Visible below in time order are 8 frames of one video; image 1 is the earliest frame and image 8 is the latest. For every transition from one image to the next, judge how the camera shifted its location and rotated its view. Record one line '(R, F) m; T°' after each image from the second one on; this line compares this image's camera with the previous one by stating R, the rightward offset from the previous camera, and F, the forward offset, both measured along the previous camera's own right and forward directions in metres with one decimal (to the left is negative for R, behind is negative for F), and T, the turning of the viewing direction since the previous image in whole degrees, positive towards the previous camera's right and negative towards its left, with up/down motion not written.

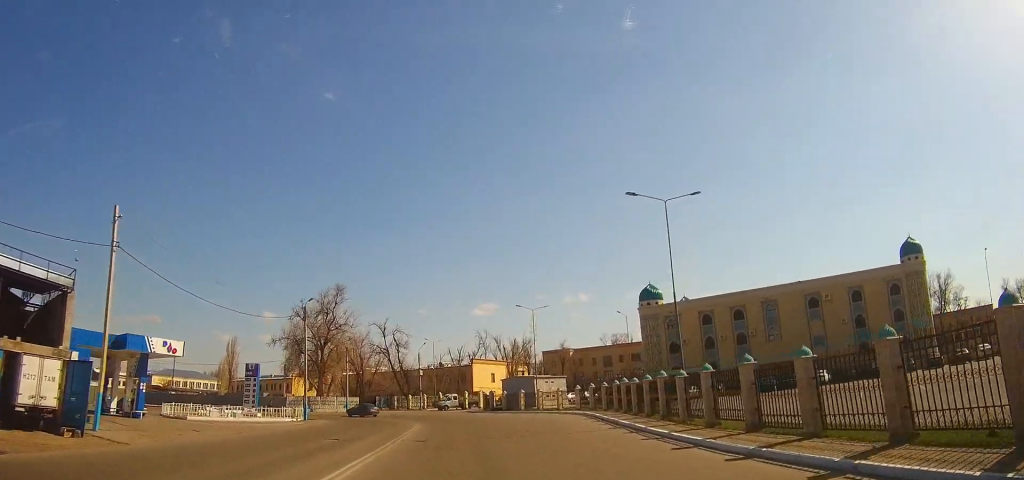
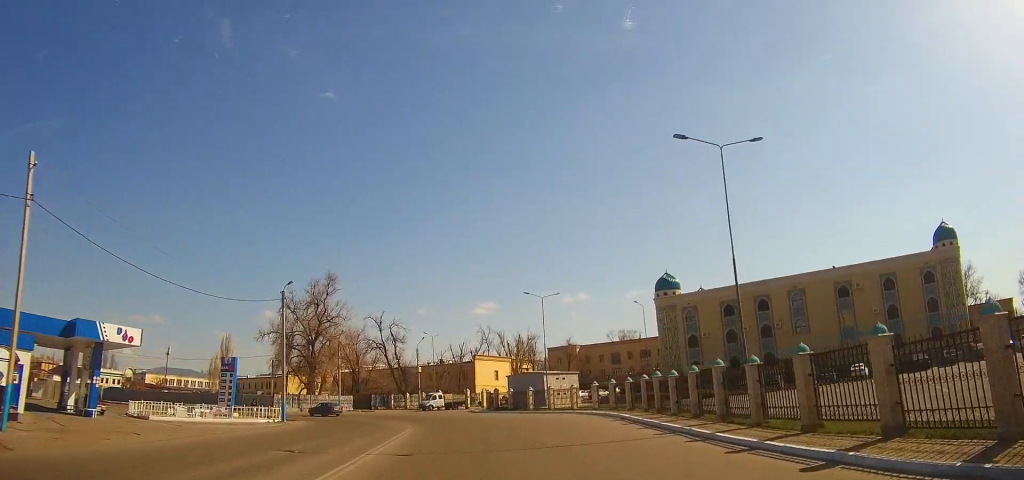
(0.0, +6.4) m; 0°
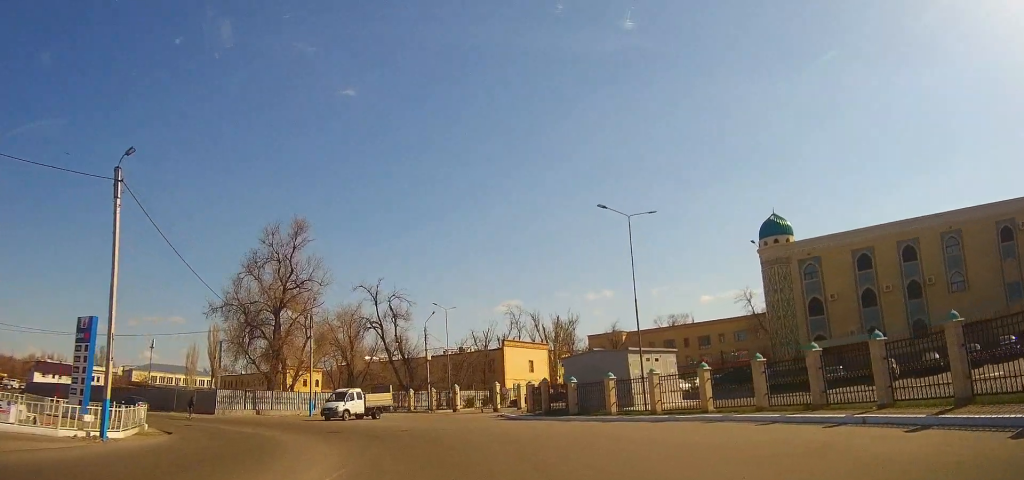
(-0.2, +23.6) m; -2°
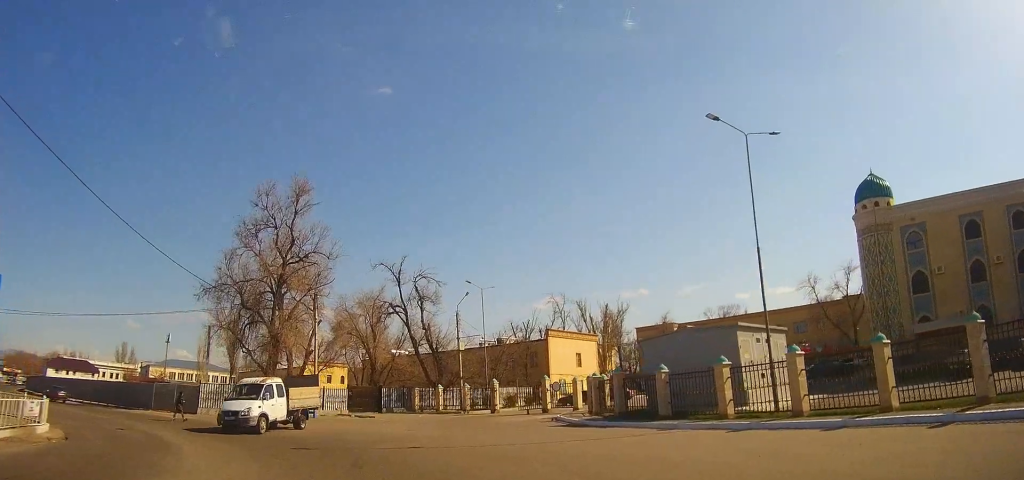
(-0.2, +10.8) m; -4°
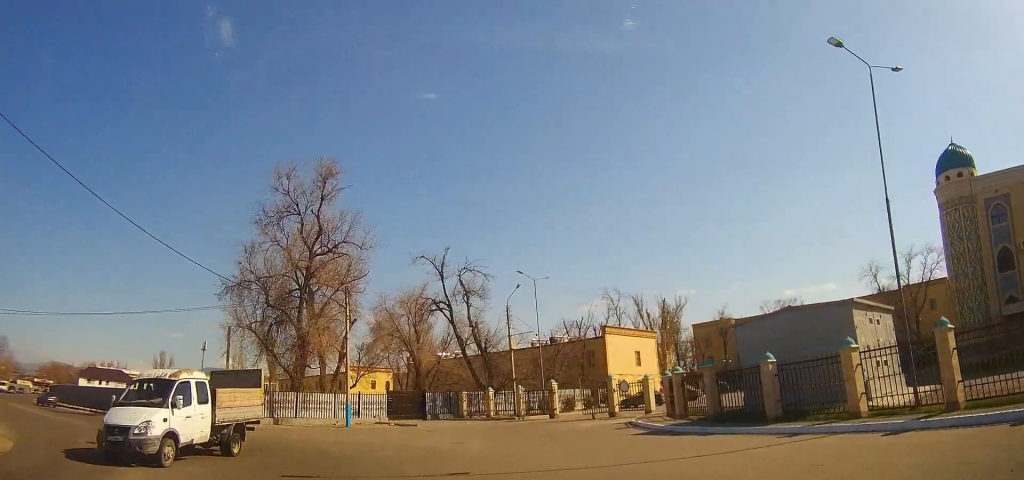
(-0.1, +5.8) m; -5°
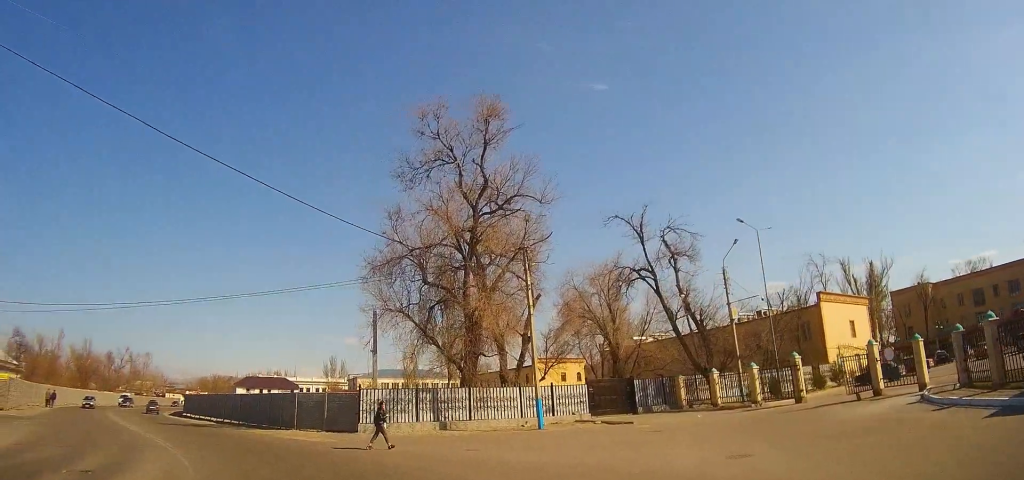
(-1.1, +8.9) m; -17°
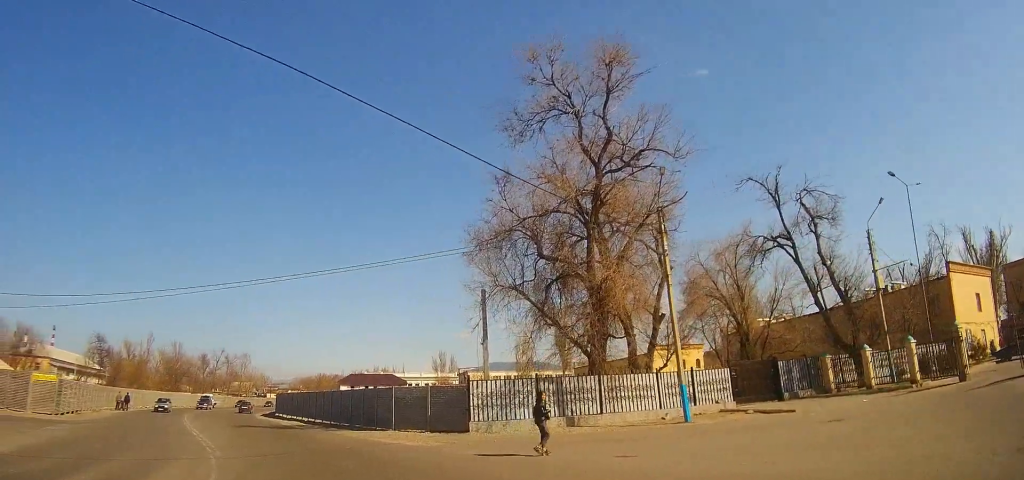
(-0.2, +4.8) m; -12°
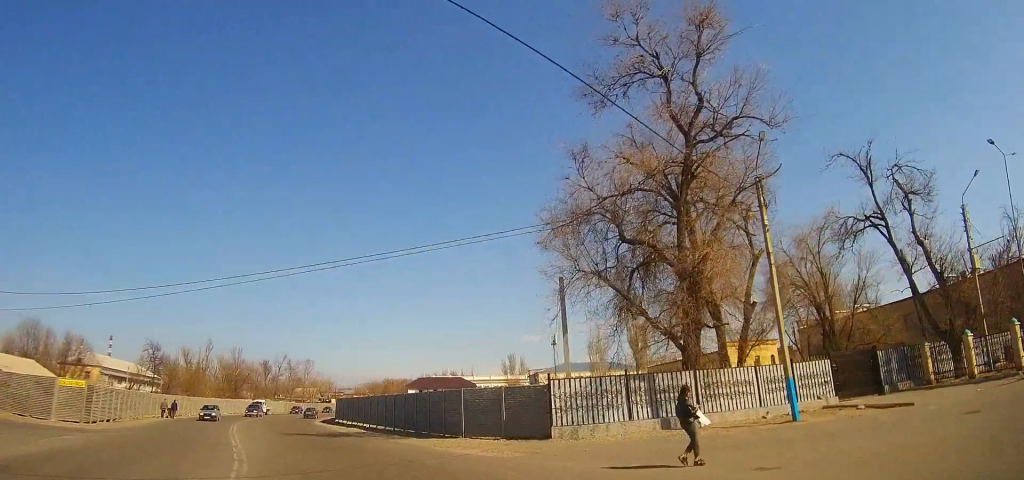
(-0.5, +2.9) m; -7°
